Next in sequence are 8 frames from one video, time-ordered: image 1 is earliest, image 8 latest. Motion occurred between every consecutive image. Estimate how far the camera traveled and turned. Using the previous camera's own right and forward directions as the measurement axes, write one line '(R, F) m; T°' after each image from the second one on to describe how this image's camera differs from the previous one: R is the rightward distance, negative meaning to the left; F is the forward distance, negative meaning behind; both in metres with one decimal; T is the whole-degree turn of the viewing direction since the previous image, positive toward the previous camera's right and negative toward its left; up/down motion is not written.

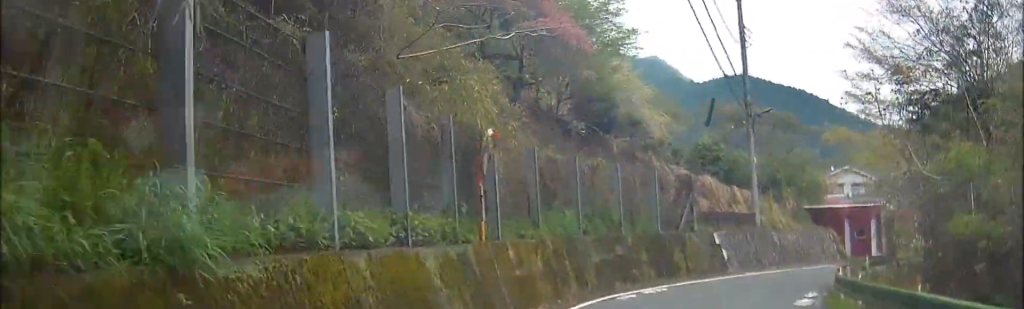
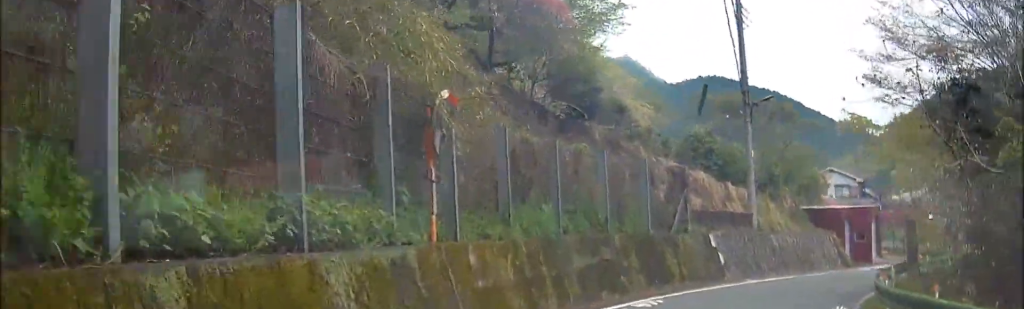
(0.0, +4.2) m; 0°
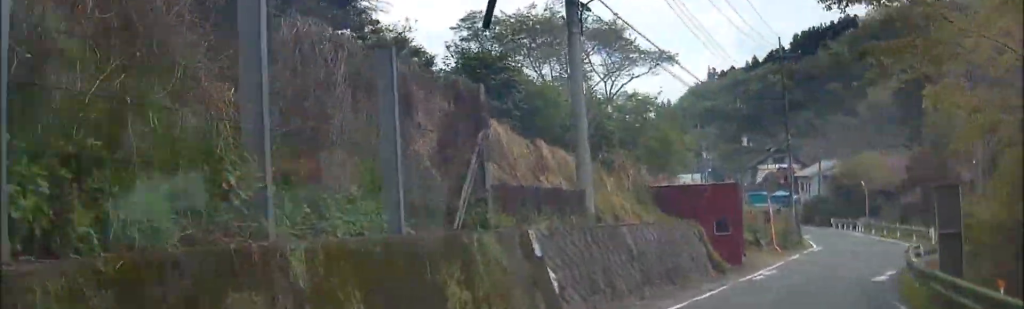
(+0.1, +15.2) m; +4°
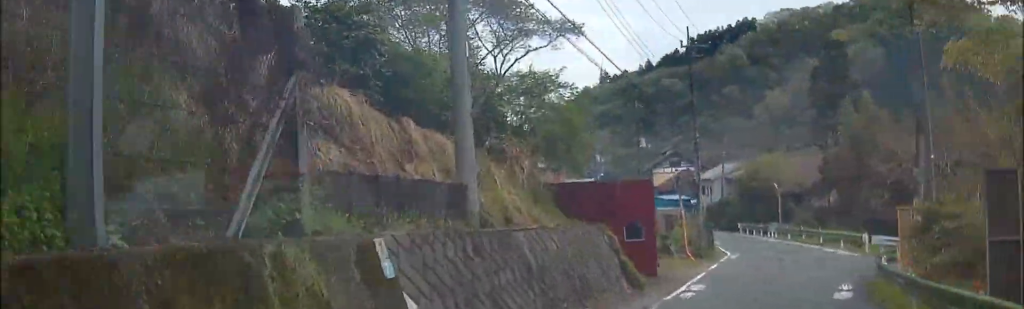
(+0.2, +4.7) m; +6°
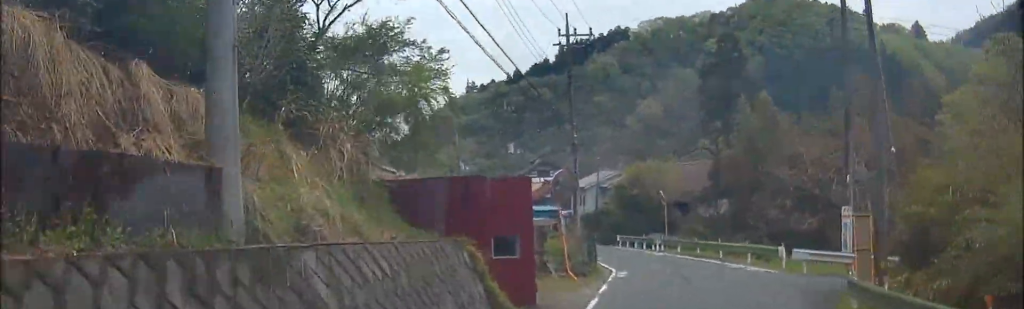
(+0.5, +6.1) m; +9°
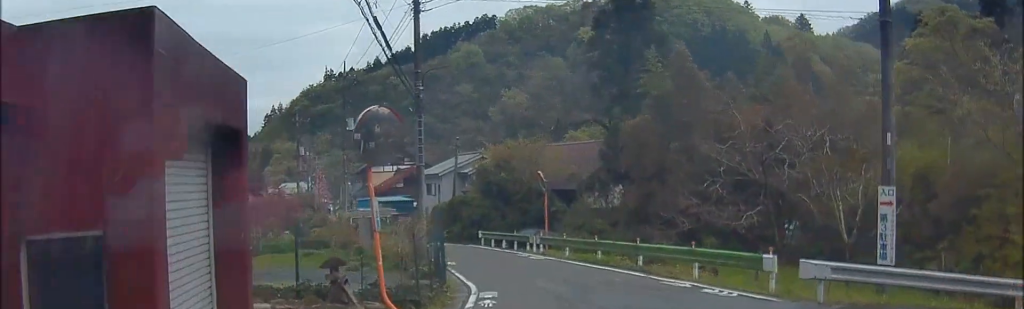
(+2.2, +13.8) m; +12°
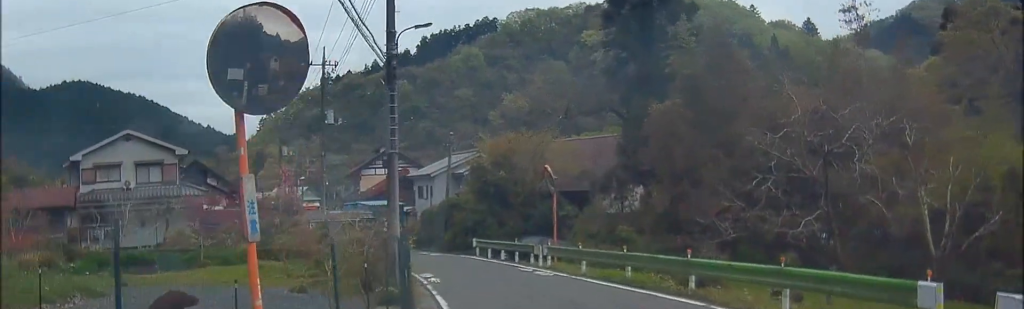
(+0.1, +7.3) m; +3°
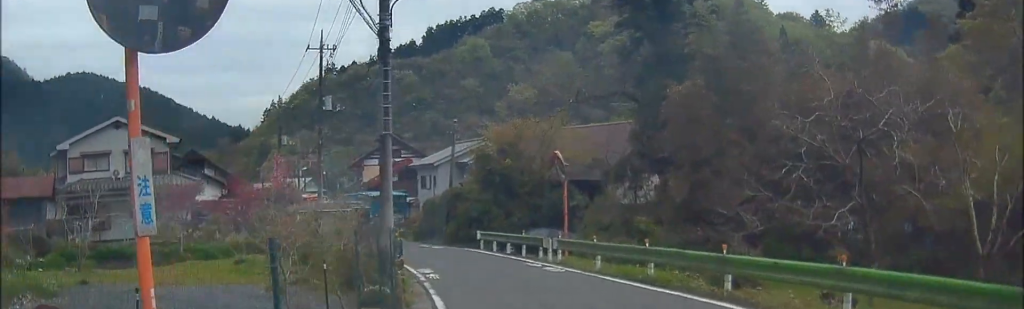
(0.0, +2.7) m; +2°
